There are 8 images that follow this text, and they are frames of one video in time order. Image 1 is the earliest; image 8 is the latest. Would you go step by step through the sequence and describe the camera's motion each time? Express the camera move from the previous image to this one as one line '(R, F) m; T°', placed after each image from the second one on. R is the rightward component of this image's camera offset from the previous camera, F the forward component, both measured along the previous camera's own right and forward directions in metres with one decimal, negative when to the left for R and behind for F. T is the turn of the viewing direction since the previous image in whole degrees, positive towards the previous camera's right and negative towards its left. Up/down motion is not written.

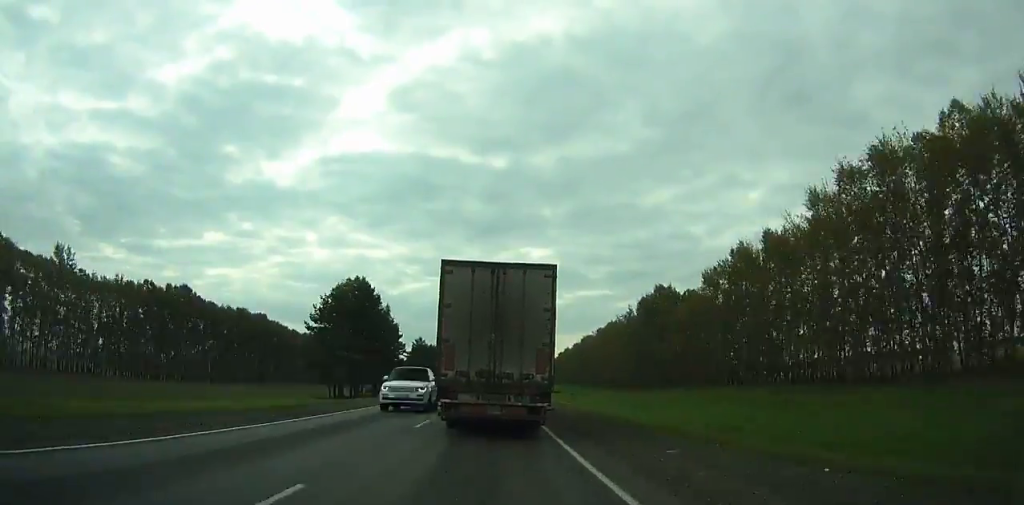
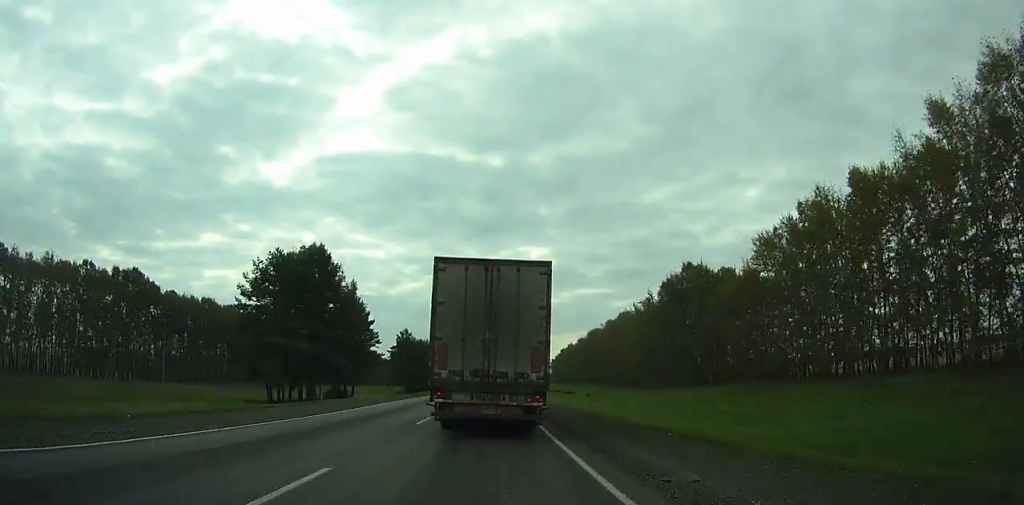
(0.0, +22.9) m; -2°
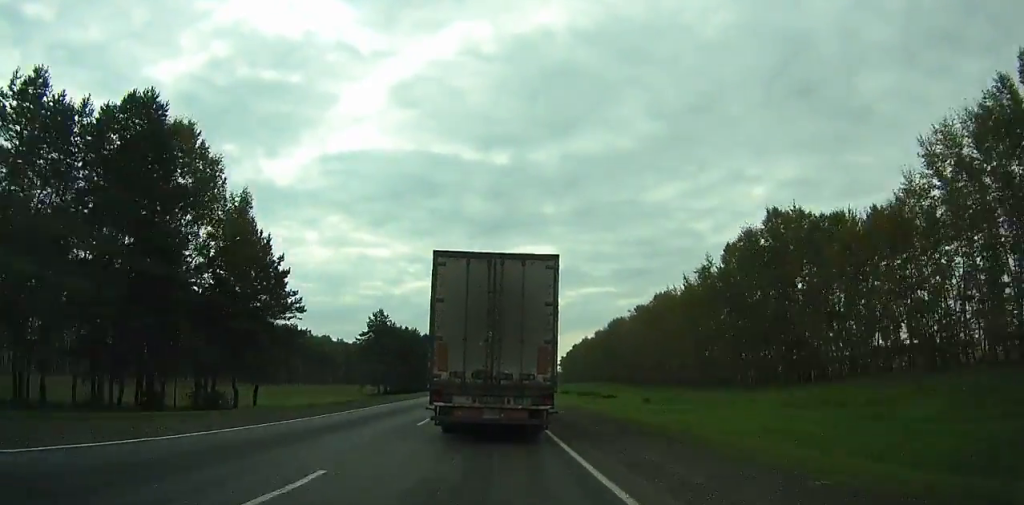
(-1.0, +35.8) m; 0°
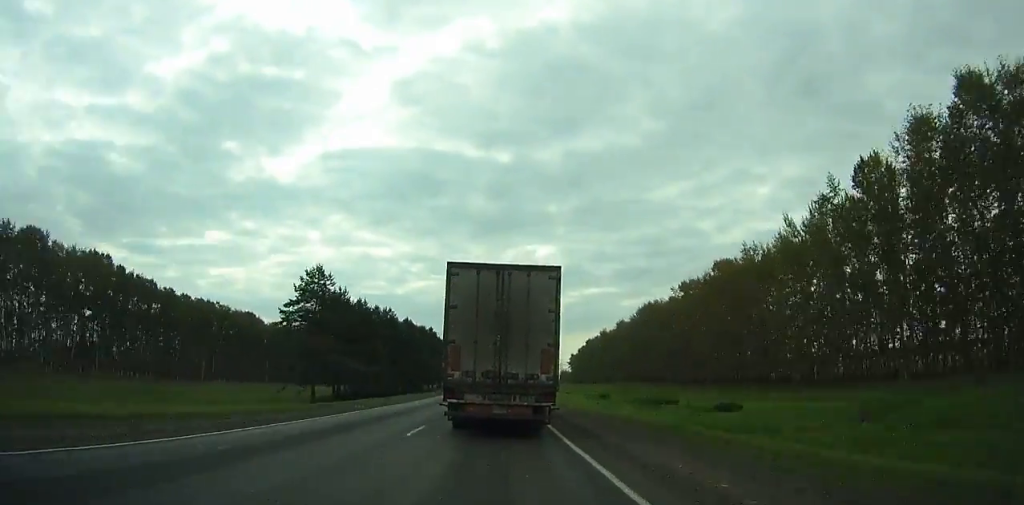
(+0.6, +40.3) m; +2°
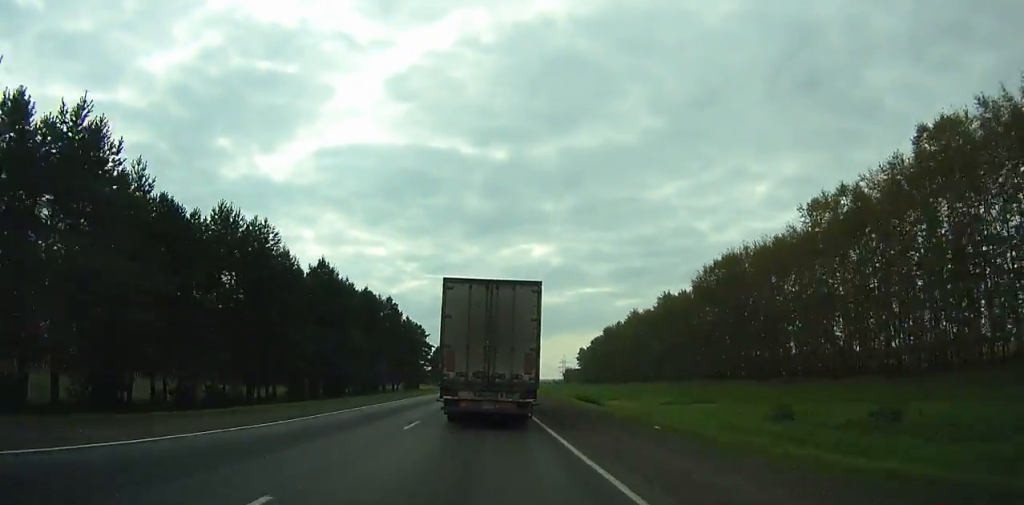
(+0.9, +59.5) m; -1°
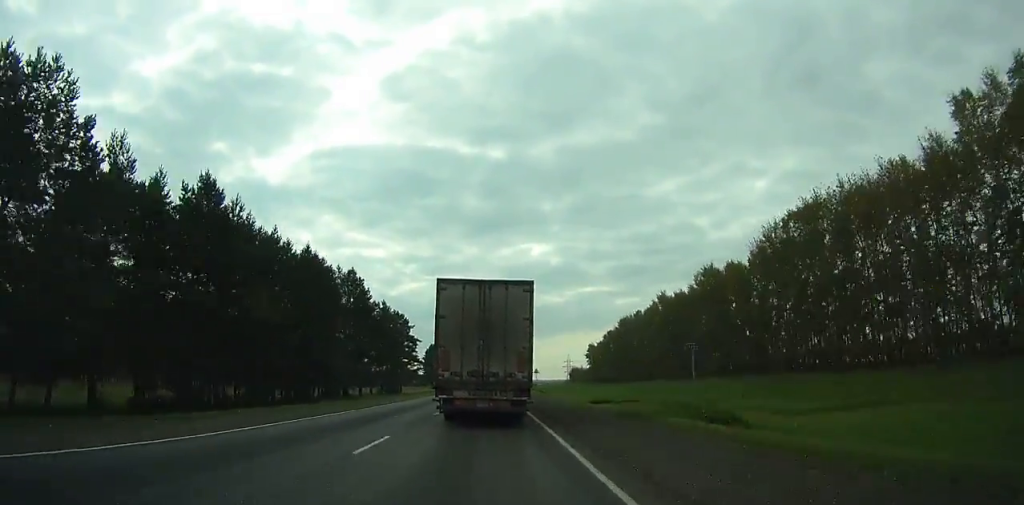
(-0.2, +28.1) m; 0°
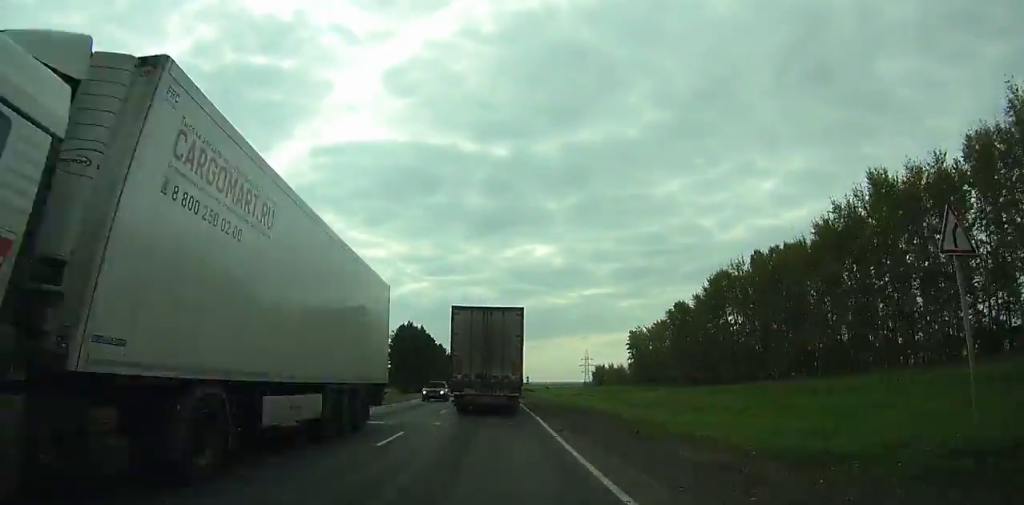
(-0.1, +82.5) m; -1°
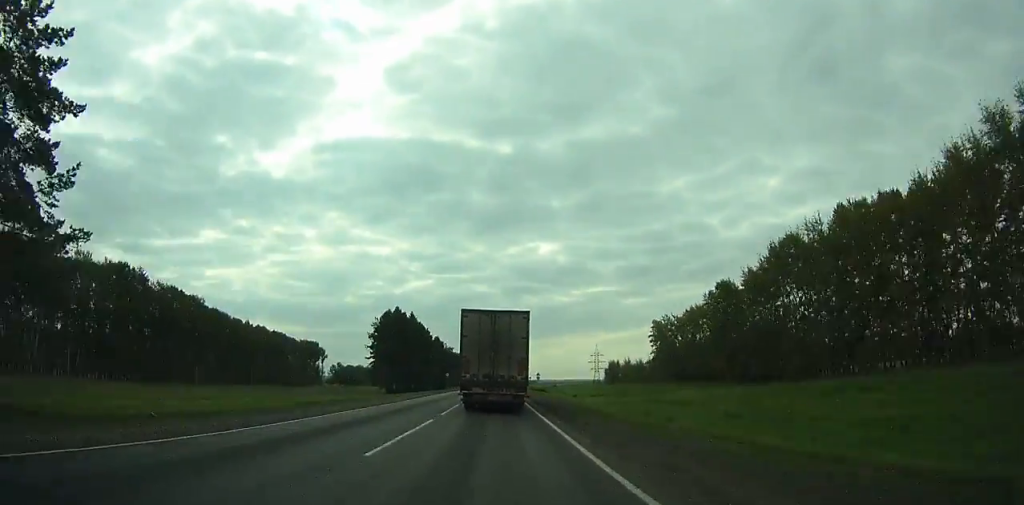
(-0.2, +25.1) m; 0°
